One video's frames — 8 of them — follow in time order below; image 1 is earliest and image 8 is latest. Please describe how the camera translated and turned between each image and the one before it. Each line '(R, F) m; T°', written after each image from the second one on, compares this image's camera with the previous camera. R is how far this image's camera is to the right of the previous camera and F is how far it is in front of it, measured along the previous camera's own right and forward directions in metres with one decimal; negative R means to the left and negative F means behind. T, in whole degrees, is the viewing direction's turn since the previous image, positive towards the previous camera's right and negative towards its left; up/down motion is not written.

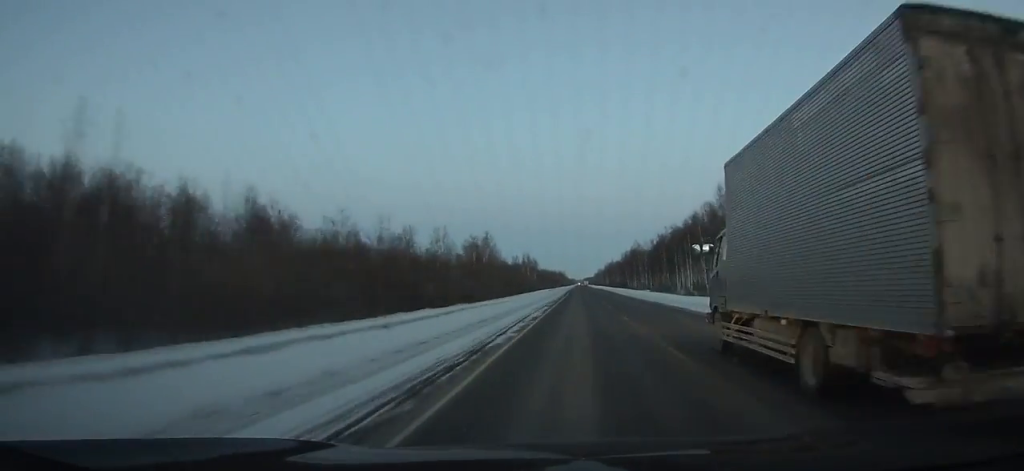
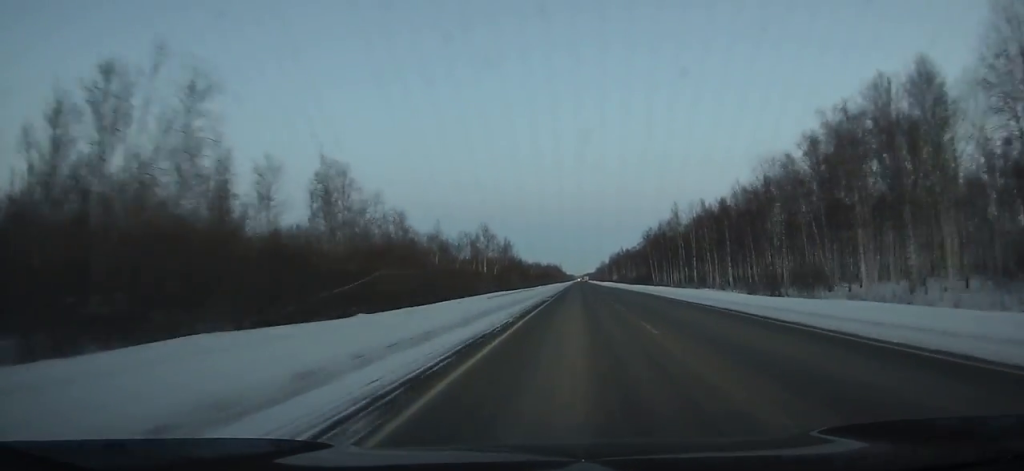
(+0.2, +78.0) m; +1°
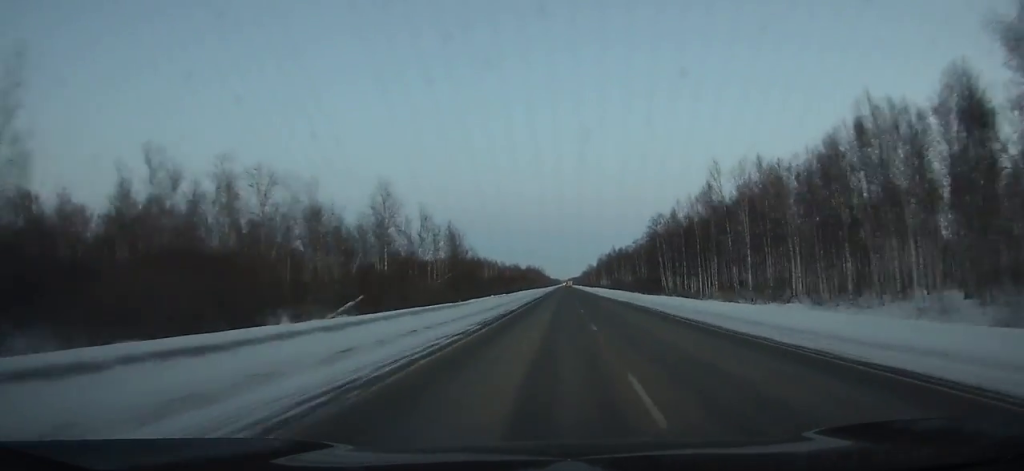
(+0.1, +43.7) m; +1°
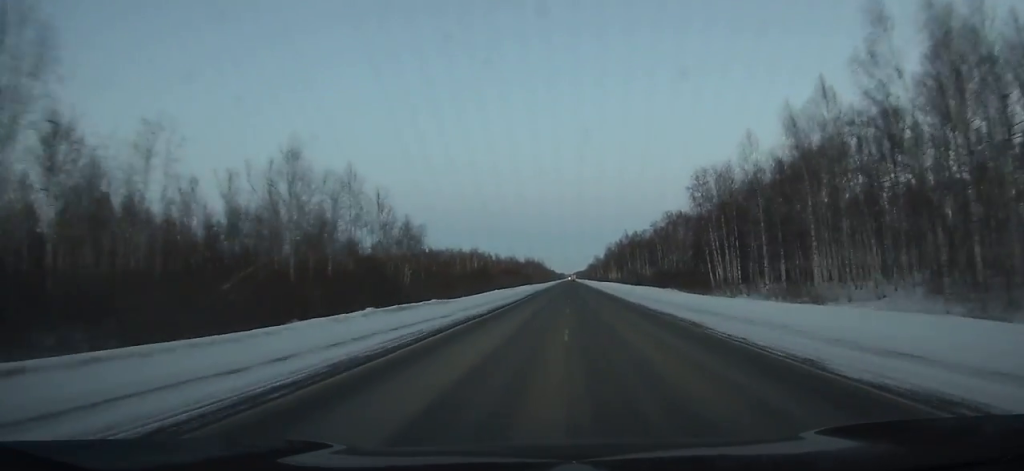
(+0.2, +40.4) m; 0°
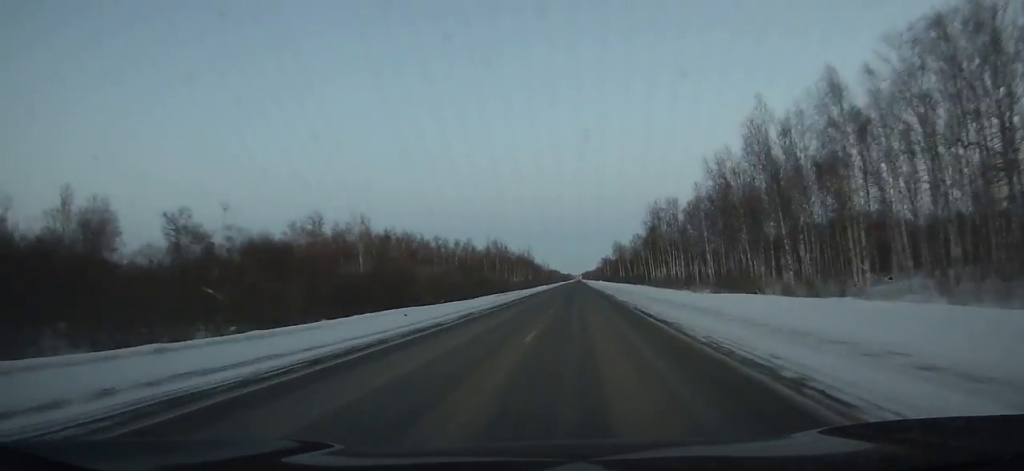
(+0.5, +135.7) m; 0°
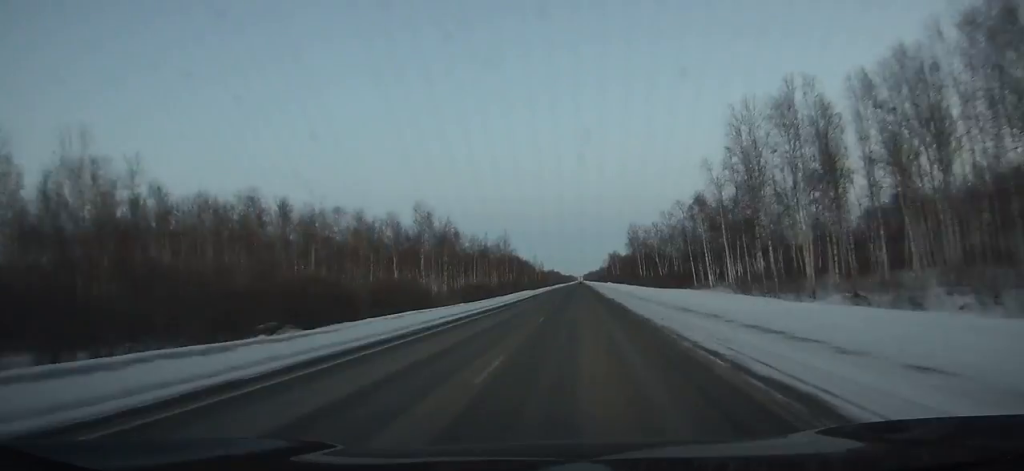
(-0.1, +67.5) m; 0°
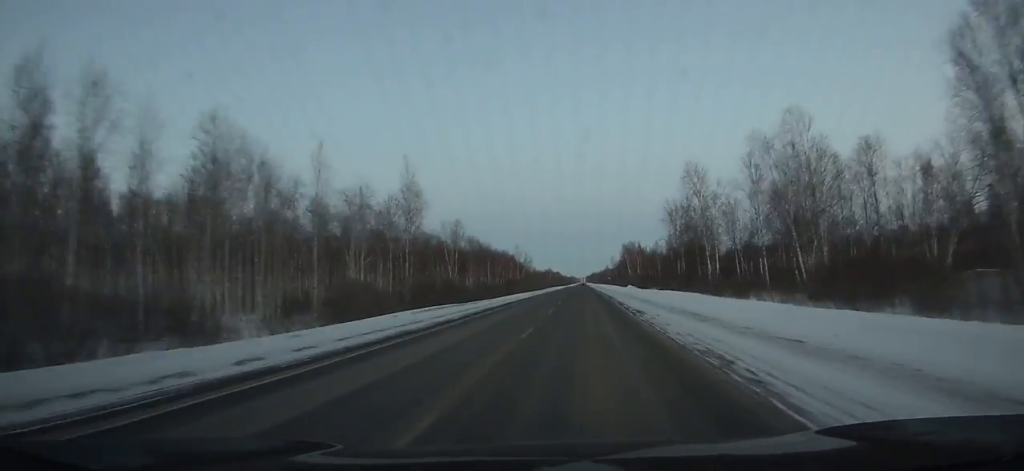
(-0.1, +78.7) m; 0°
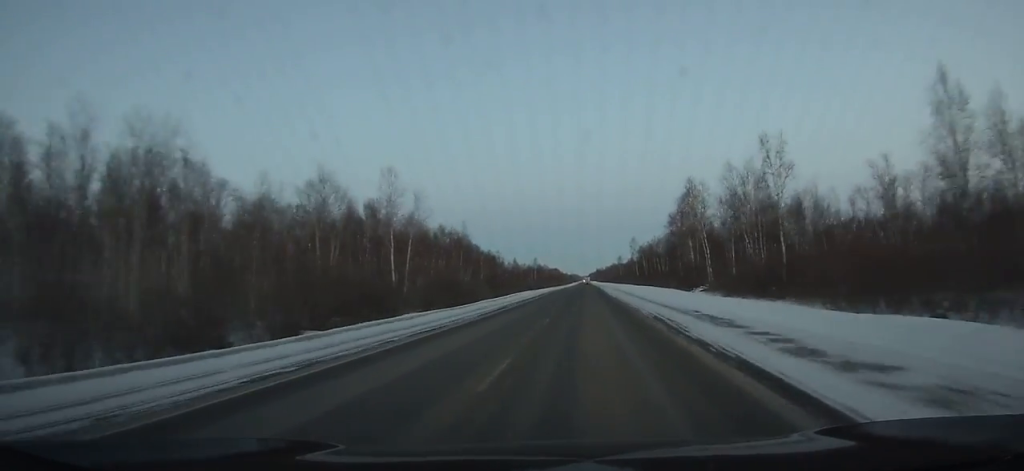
(-0.5, +116.7) m; 0°
